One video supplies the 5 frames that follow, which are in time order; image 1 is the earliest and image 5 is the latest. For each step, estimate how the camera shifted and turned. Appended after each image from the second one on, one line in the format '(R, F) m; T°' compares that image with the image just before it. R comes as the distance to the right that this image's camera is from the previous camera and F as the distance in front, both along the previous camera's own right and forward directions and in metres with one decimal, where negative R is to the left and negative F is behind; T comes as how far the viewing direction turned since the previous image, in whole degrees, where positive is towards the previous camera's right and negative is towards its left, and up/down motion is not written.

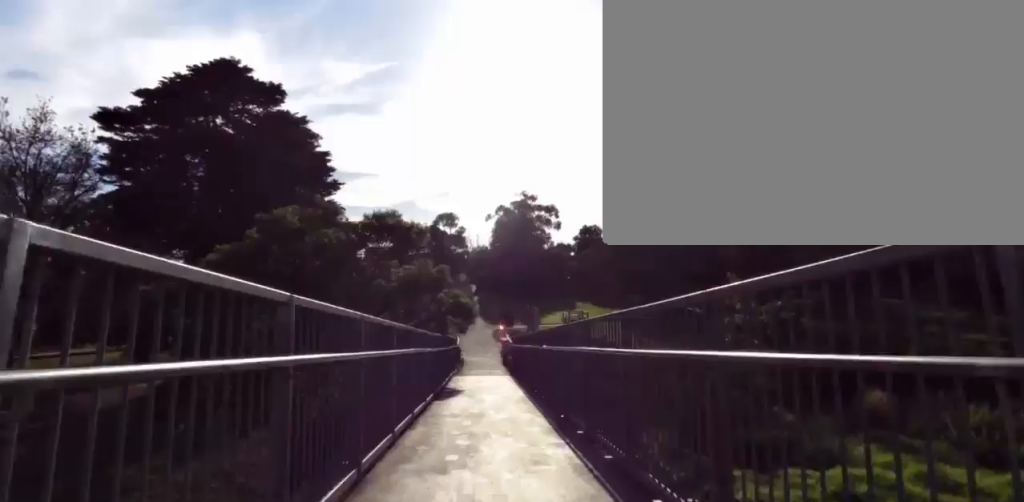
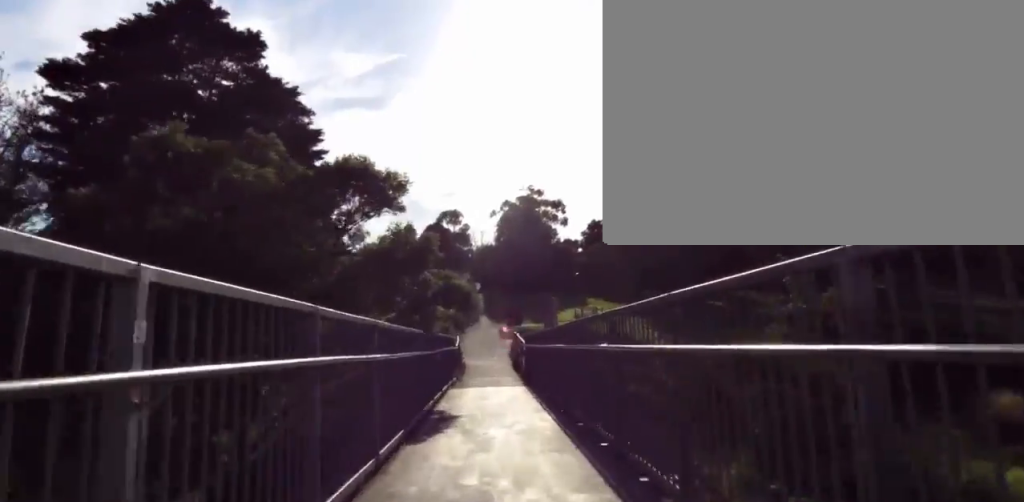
(0.0, +5.1) m; 0°
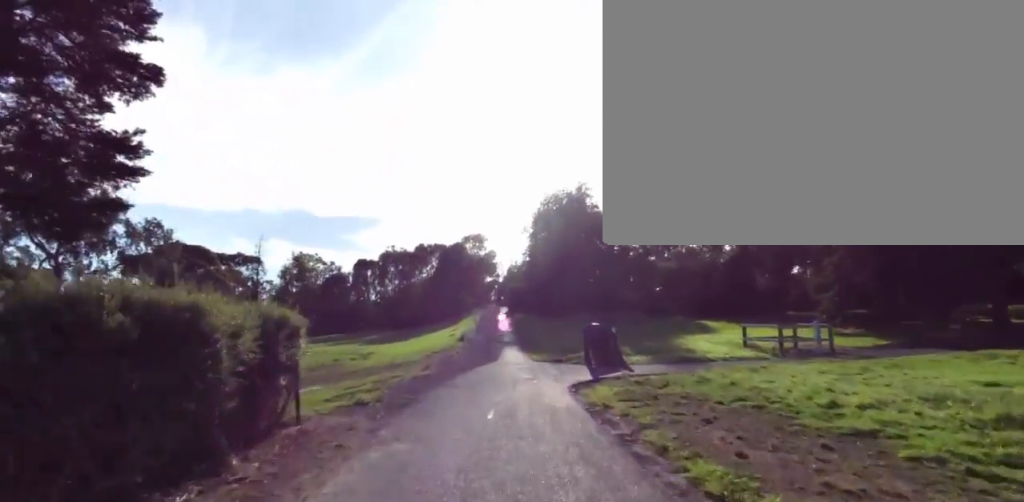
(0.0, +33.6) m; 0°
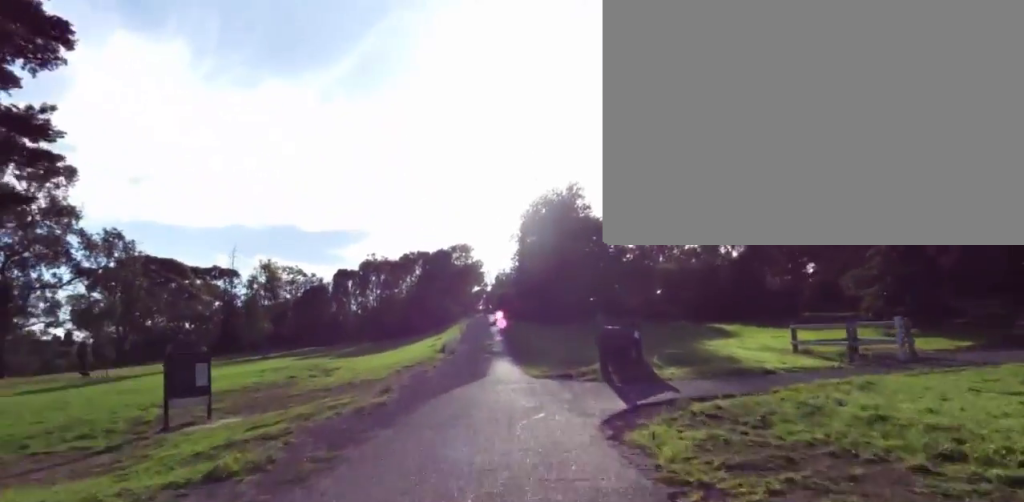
(0.0, +4.2) m; 0°
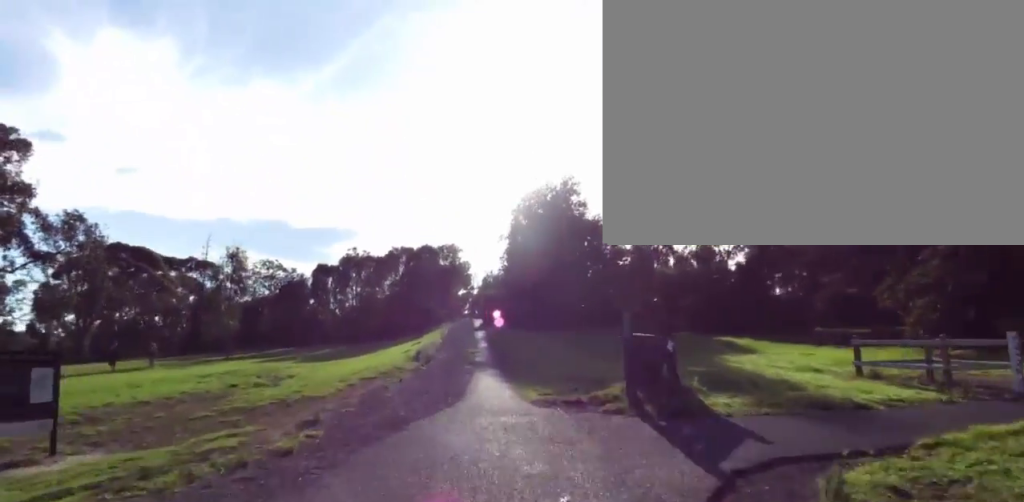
(0.0, +3.4) m; 0°
